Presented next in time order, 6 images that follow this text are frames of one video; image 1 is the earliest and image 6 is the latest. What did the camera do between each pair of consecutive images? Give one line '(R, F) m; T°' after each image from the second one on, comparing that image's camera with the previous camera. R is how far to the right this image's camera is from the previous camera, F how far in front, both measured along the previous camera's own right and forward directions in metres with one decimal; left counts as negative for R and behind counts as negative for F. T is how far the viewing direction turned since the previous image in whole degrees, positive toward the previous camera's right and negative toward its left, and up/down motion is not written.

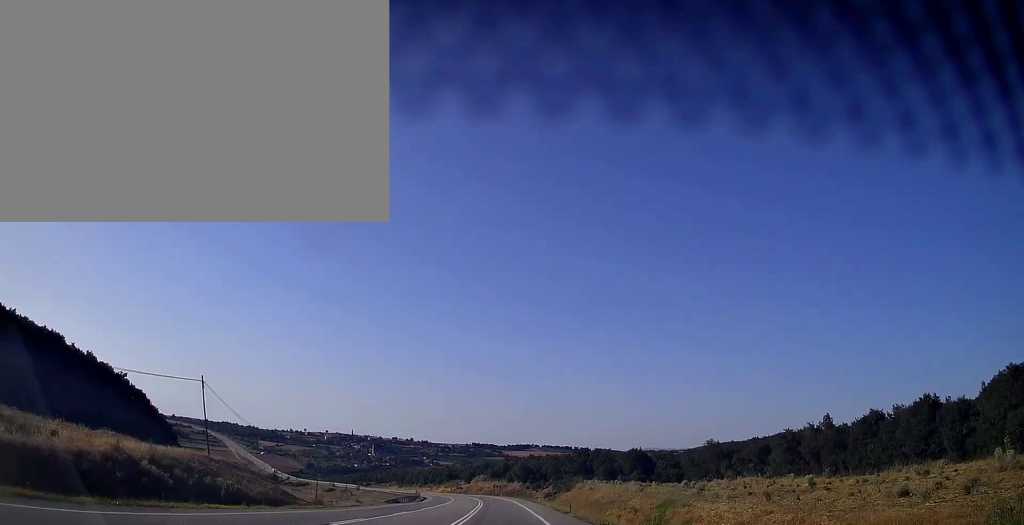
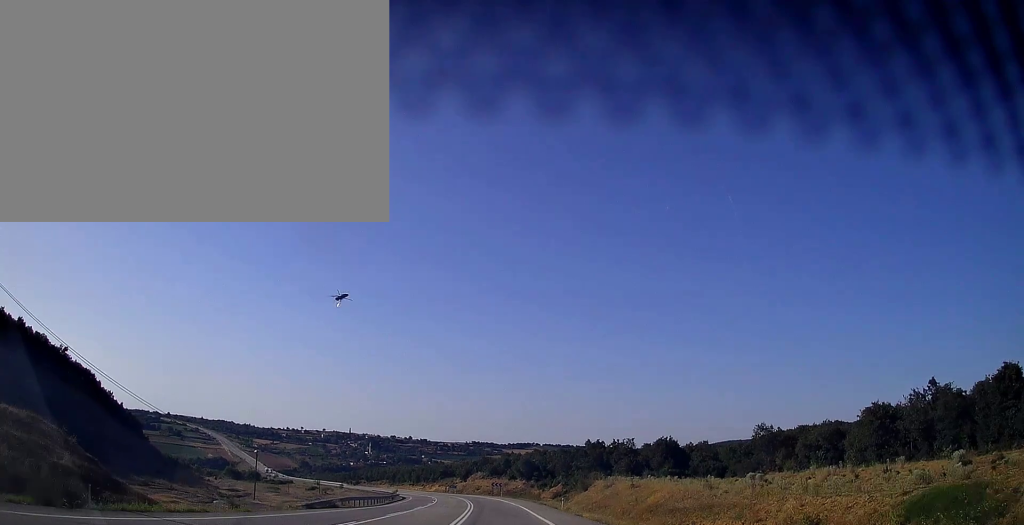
(0.0, +24.1) m; 0°
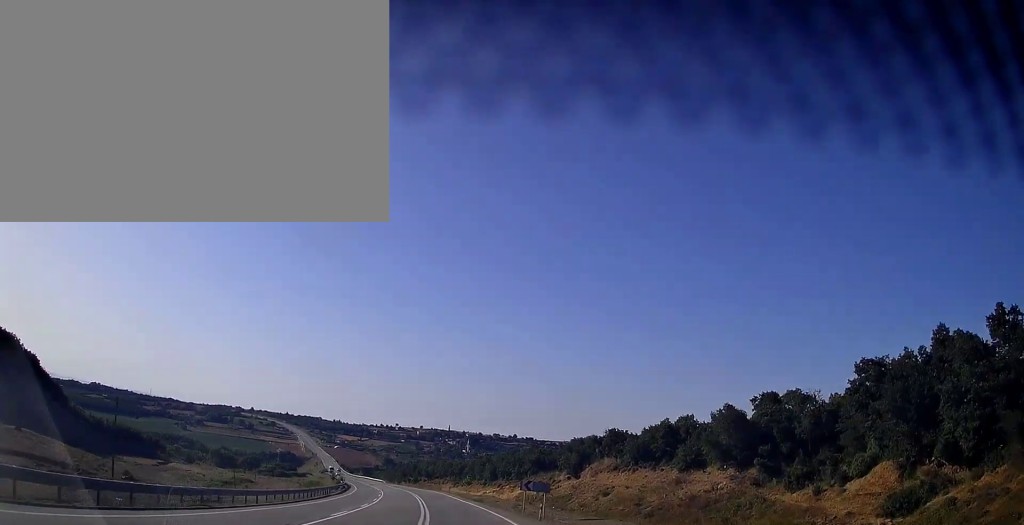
(-4.3, +97.6) m; -8°
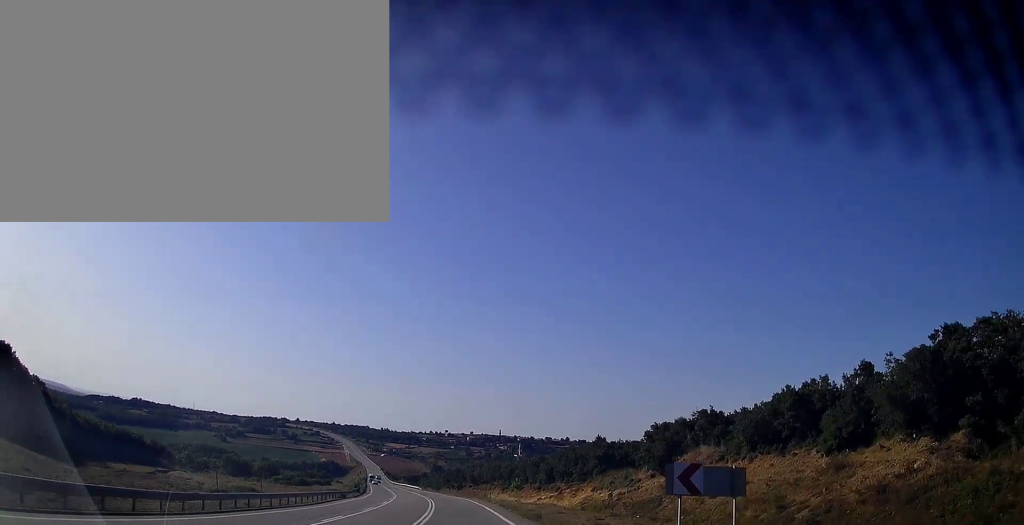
(-0.9, +24.2) m; -4°
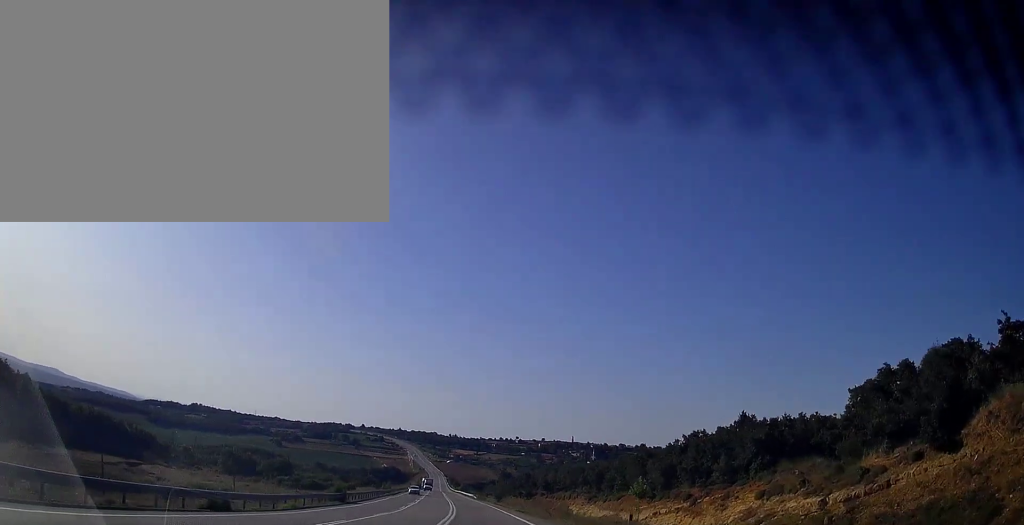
(-2.5, +38.4) m; -7°
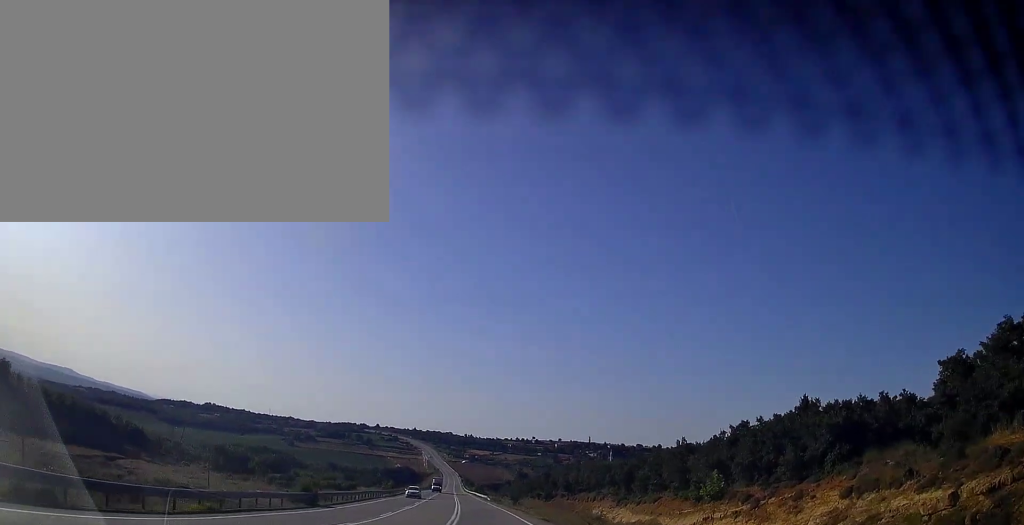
(-0.1, +11.4) m; -2°
